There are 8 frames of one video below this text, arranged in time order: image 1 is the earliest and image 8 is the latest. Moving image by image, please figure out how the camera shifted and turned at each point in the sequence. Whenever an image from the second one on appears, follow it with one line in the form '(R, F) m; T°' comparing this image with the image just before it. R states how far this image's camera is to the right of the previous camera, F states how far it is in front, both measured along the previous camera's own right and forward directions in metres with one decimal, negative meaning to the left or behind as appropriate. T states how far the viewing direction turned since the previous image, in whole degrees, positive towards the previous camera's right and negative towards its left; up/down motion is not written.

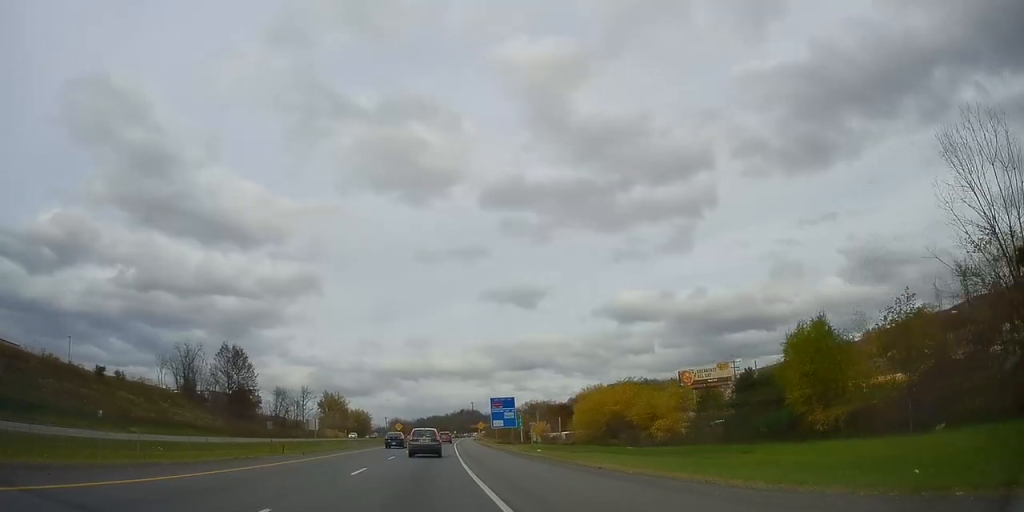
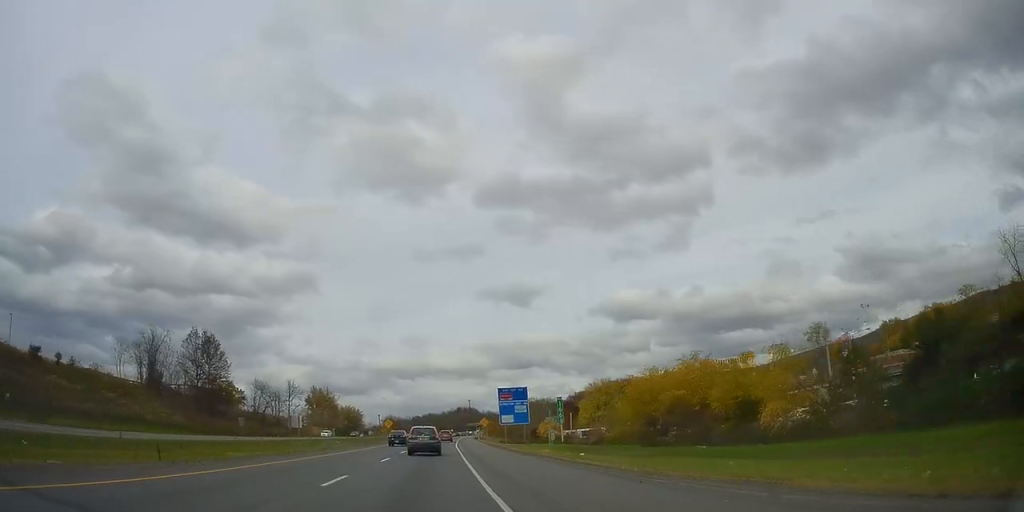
(0.0, +16.8) m; 0°
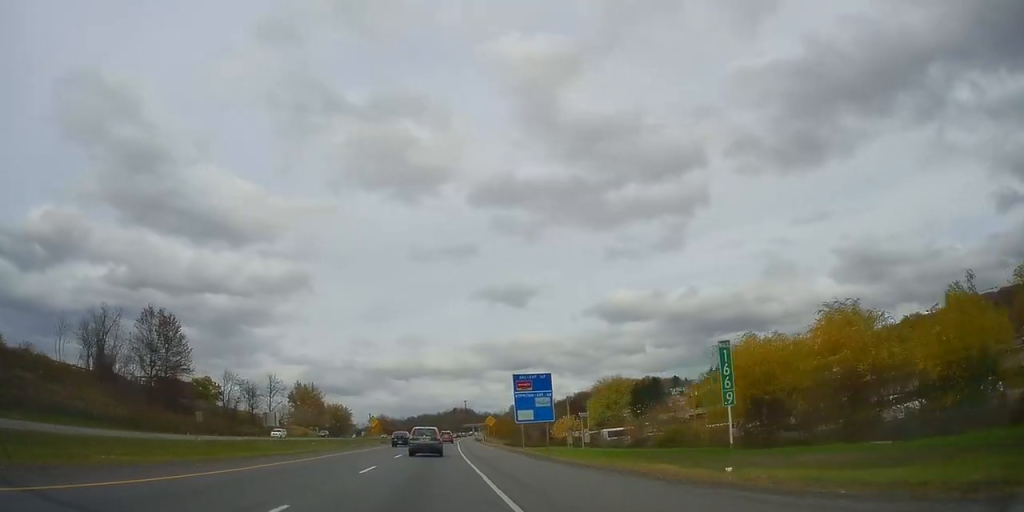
(0.0, +19.3) m; 0°
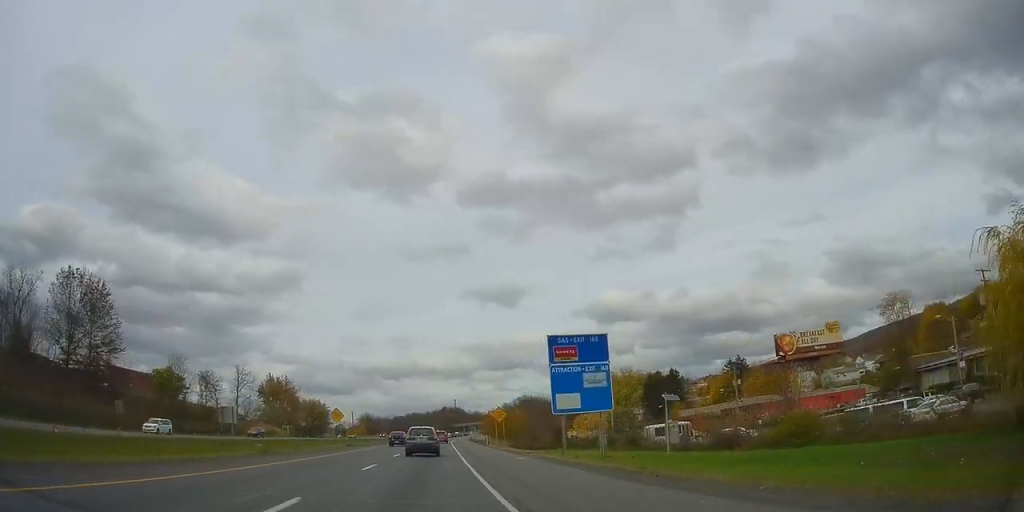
(+0.2, +23.2) m; 0°
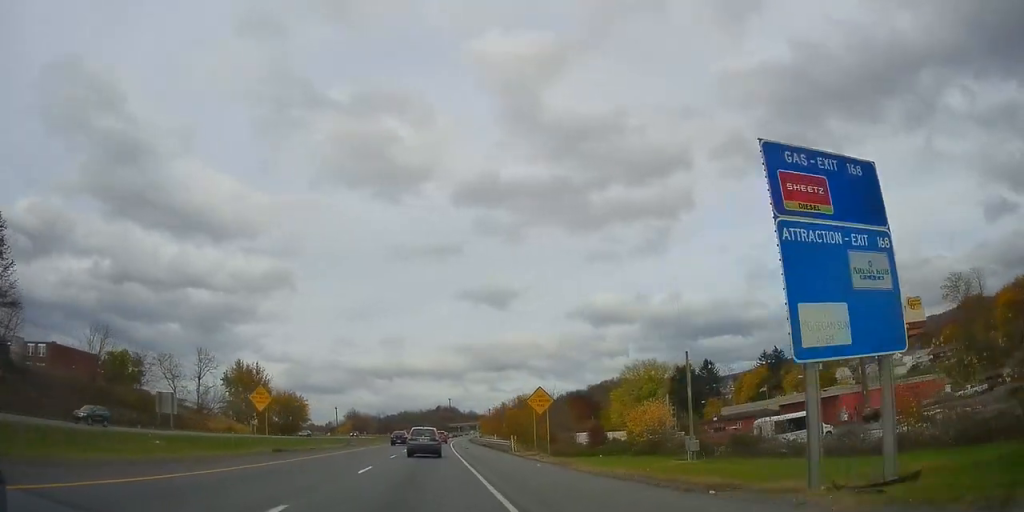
(-0.1, +25.6) m; 0°
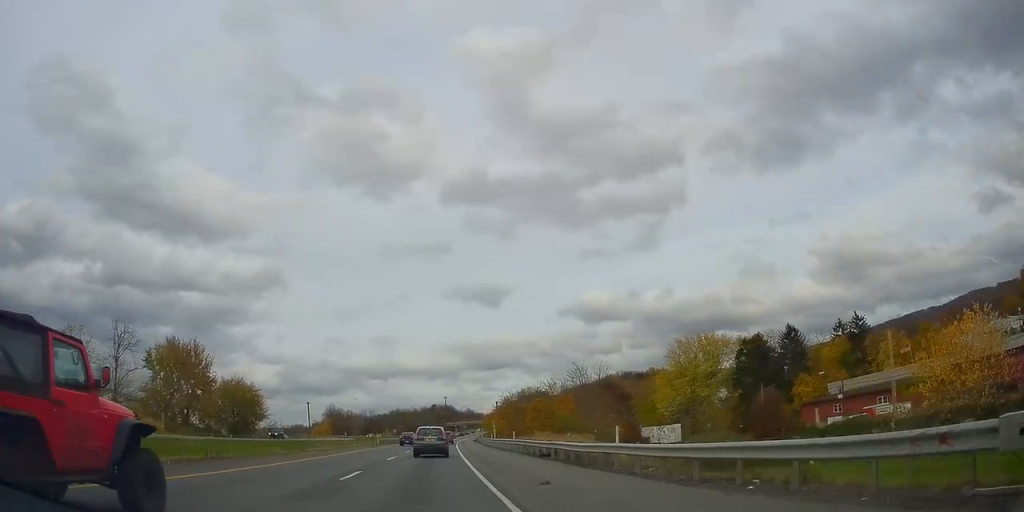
(+0.5, +39.2) m; +1°
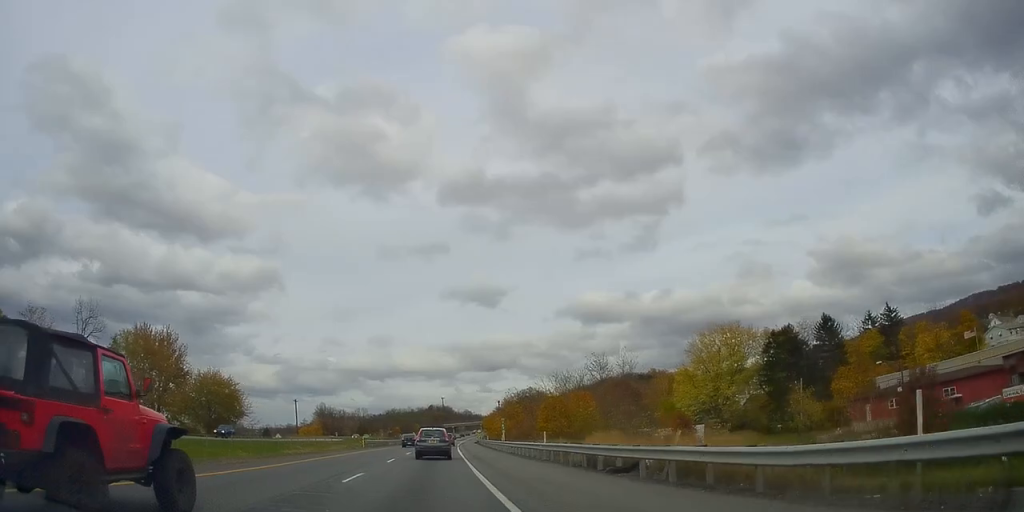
(+0.1, +12.3) m; 0°
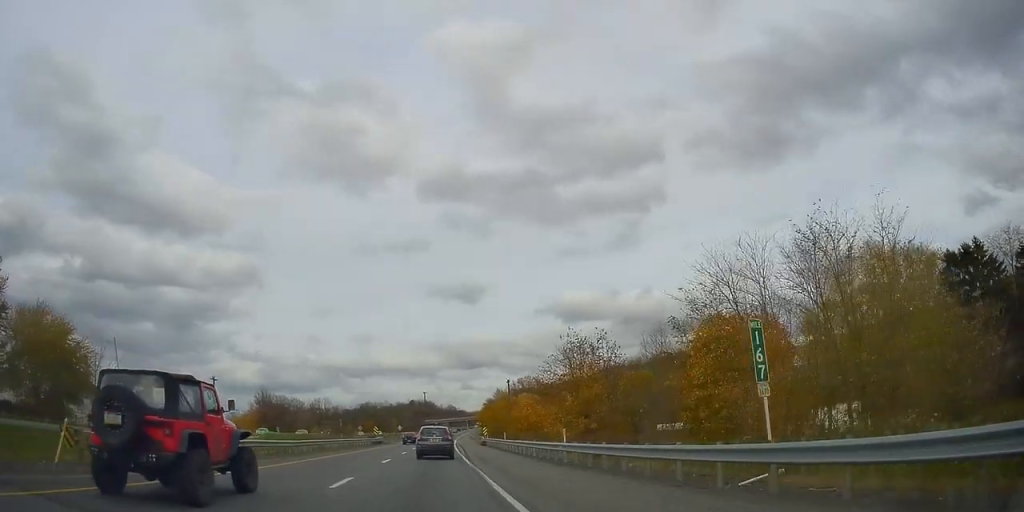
(0.0, +50.5) m; +1°
